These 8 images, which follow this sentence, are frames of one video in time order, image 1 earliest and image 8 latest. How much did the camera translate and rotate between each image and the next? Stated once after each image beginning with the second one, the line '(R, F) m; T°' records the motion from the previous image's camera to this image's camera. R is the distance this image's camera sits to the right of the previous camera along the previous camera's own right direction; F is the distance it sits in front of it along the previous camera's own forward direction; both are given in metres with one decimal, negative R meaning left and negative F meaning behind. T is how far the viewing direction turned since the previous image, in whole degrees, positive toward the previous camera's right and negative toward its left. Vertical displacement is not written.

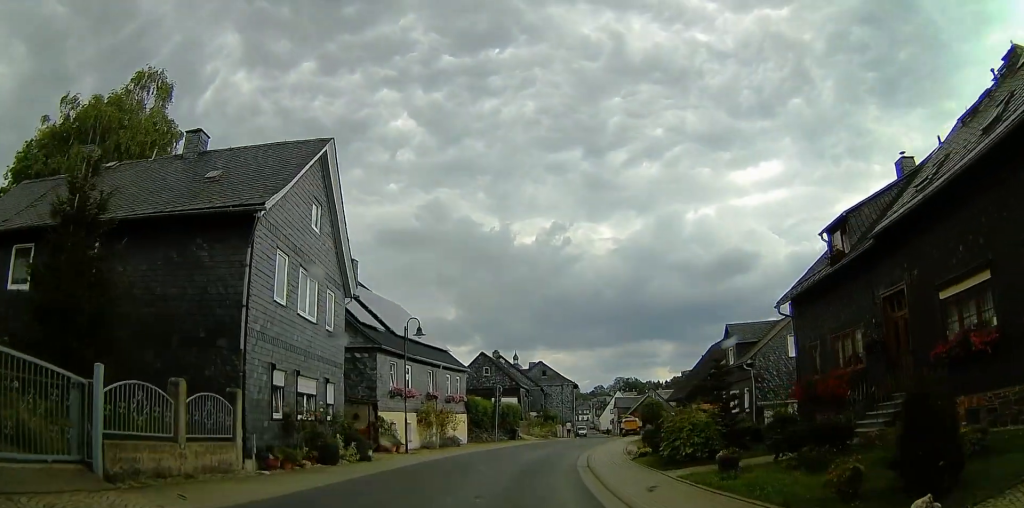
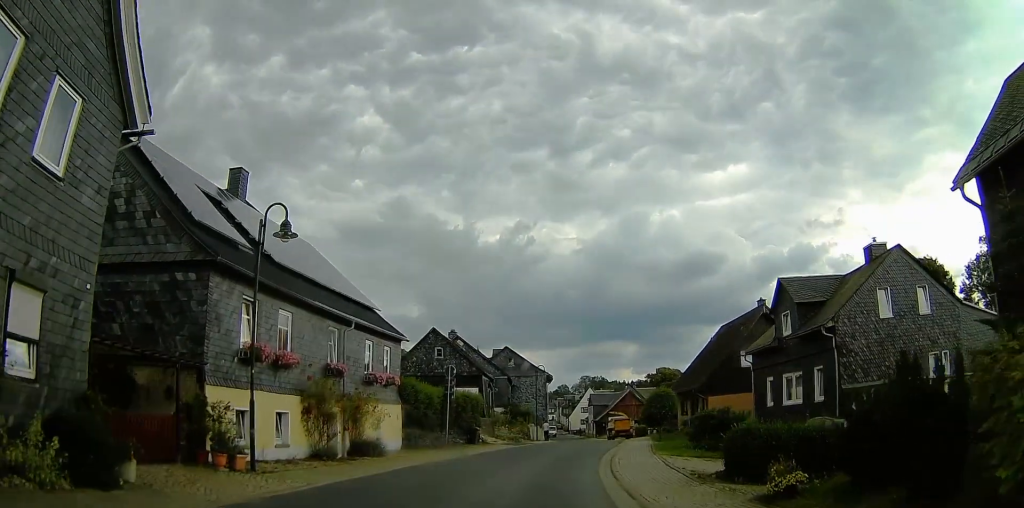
(-1.6, +12.7) m; -6°
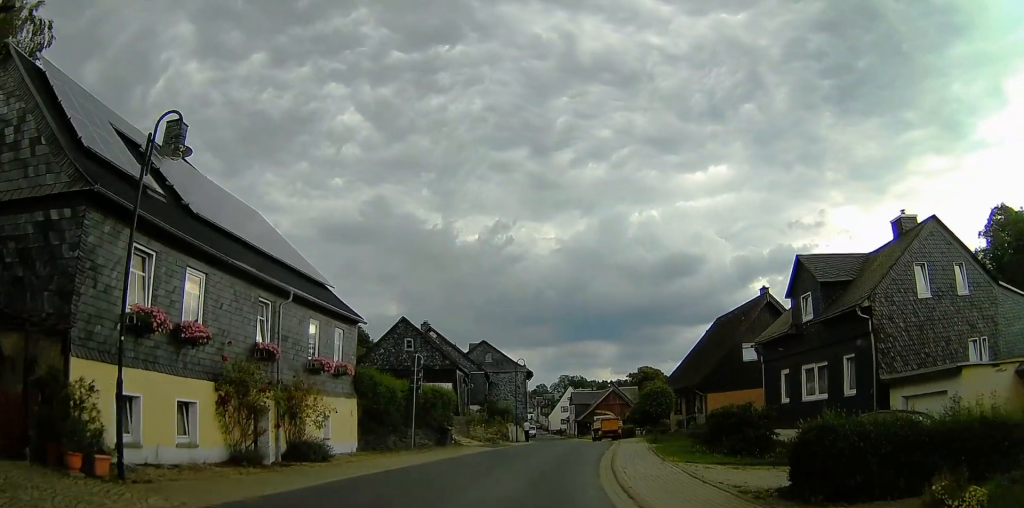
(+0.5, +4.5) m; +7°
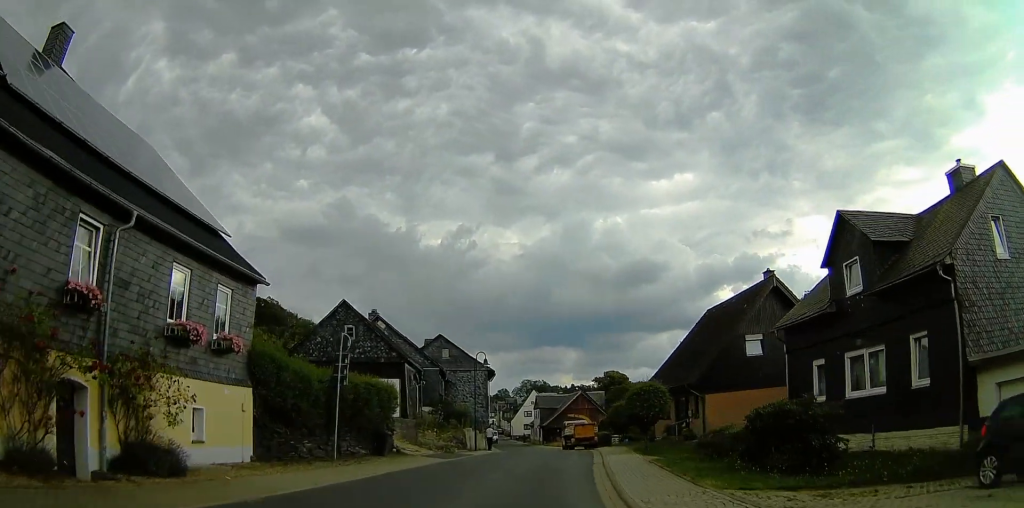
(+0.5, +6.9) m; +4°
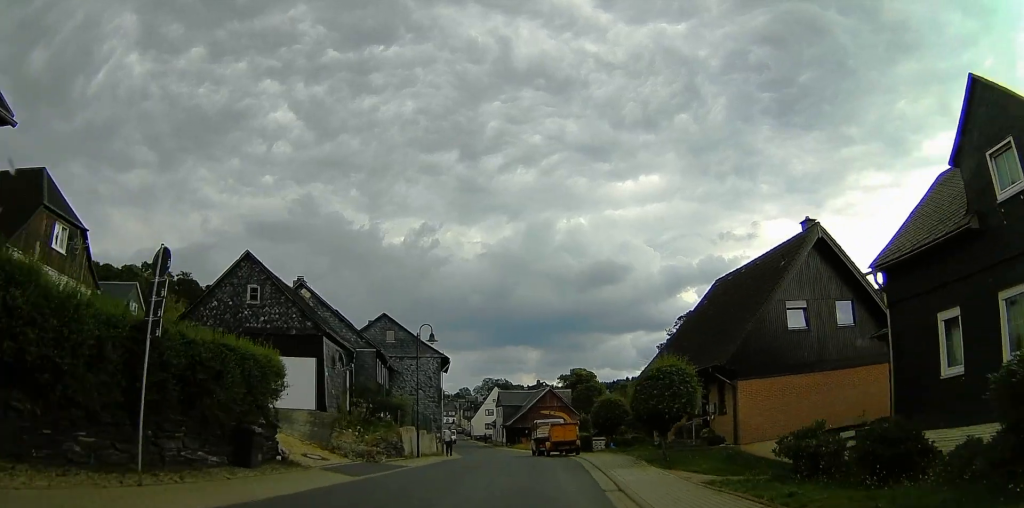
(+0.1, +8.5) m; +1°
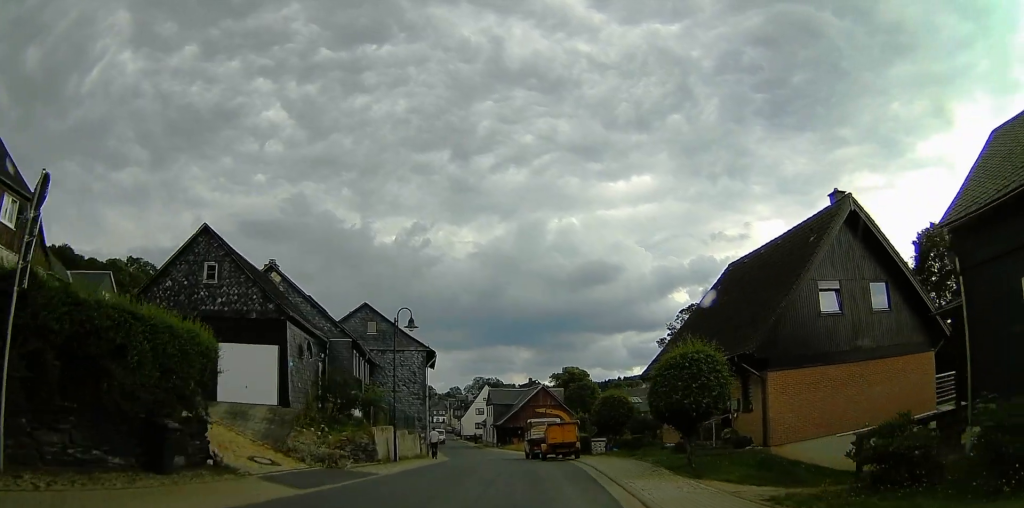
(0.0, +3.1) m; 0°
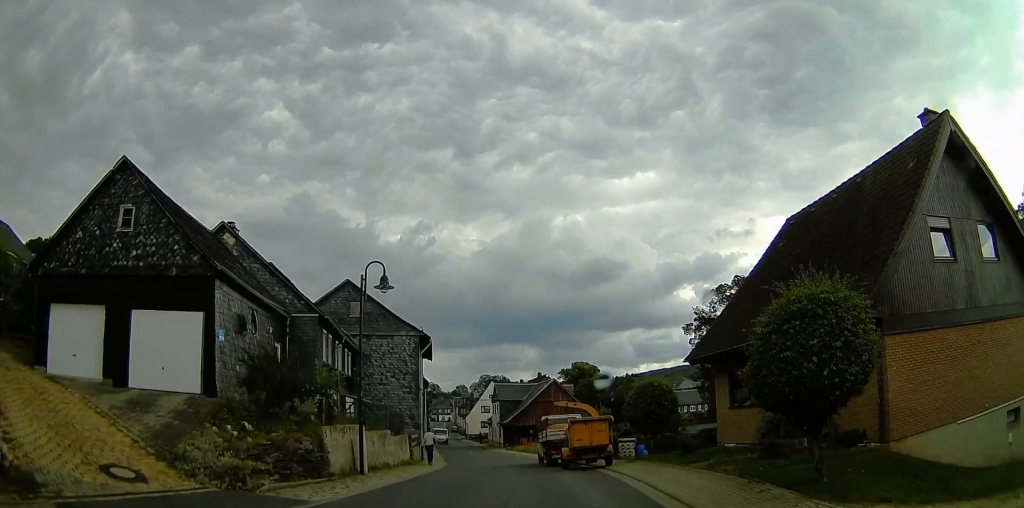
(0.0, +6.0) m; 0°
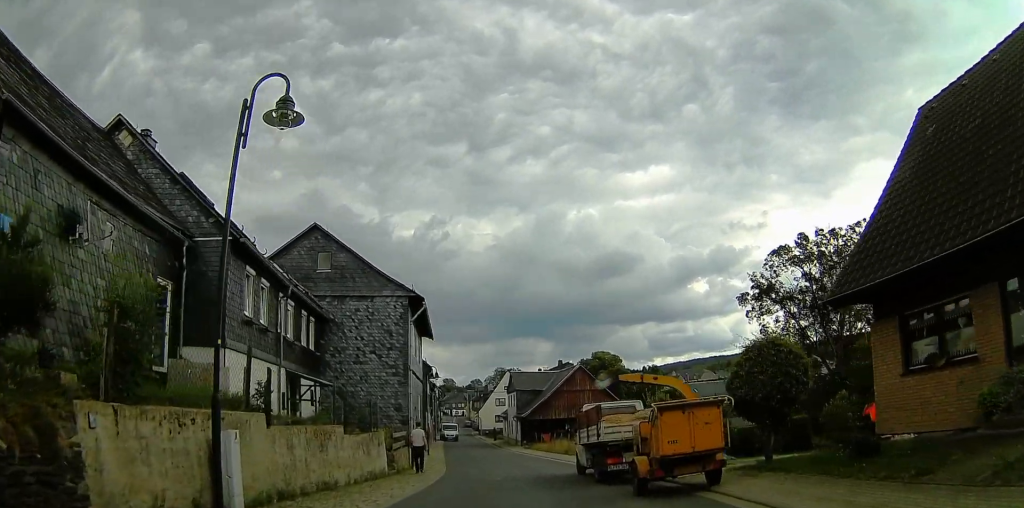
(0.0, +8.7) m; 0°
